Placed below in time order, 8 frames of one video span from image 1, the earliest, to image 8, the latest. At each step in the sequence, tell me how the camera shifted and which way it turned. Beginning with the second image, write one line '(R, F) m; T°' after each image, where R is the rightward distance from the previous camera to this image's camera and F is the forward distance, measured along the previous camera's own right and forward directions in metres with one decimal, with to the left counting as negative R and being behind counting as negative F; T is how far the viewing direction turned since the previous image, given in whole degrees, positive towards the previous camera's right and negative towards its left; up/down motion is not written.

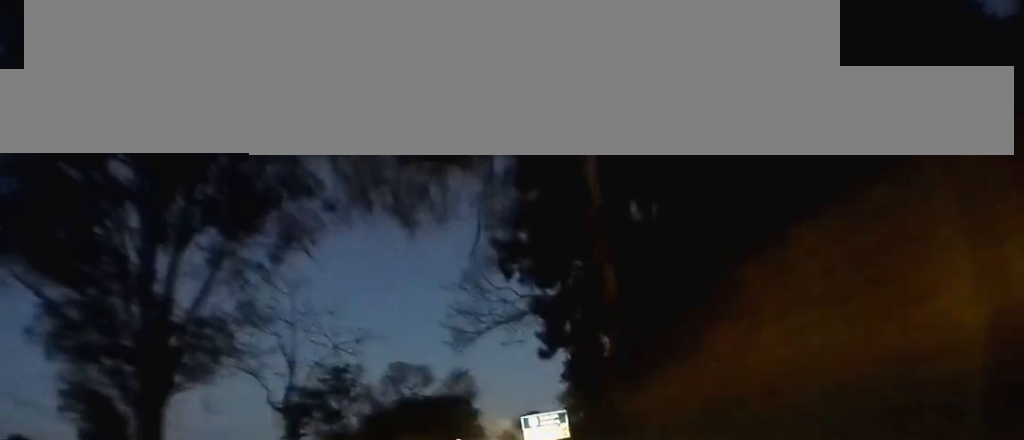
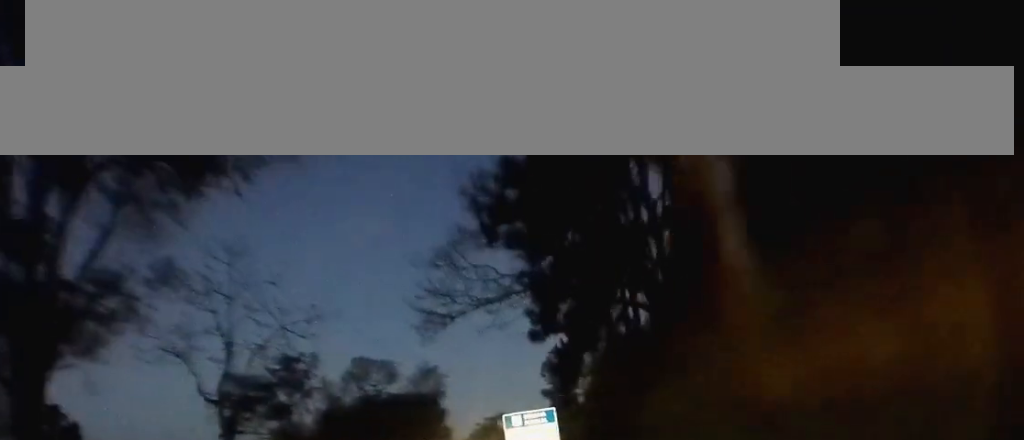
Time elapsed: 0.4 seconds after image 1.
(0.0, +7.8) m; 0°
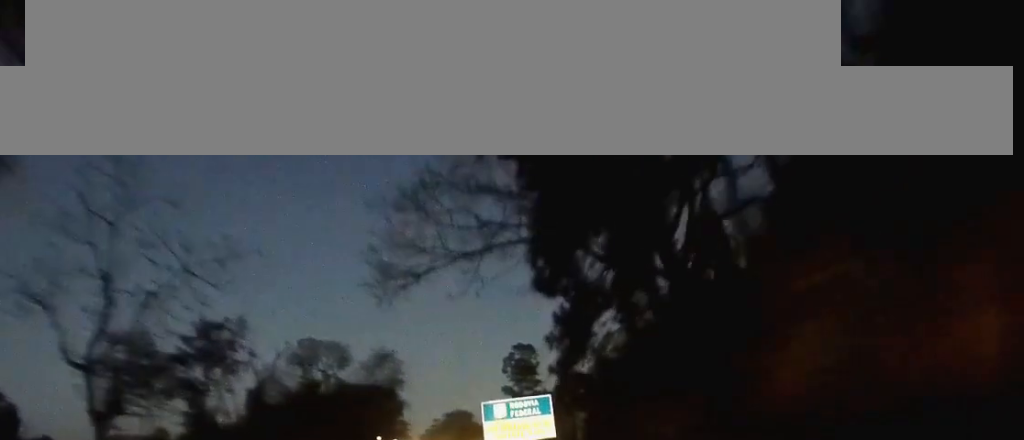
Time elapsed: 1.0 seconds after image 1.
(0.0, +11.1) m; 0°
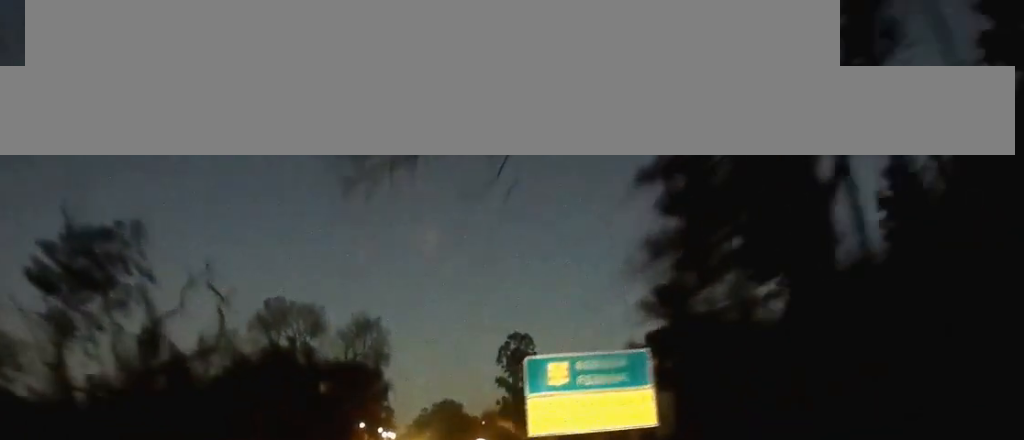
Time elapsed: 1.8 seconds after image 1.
(0.0, +15.6) m; 0°
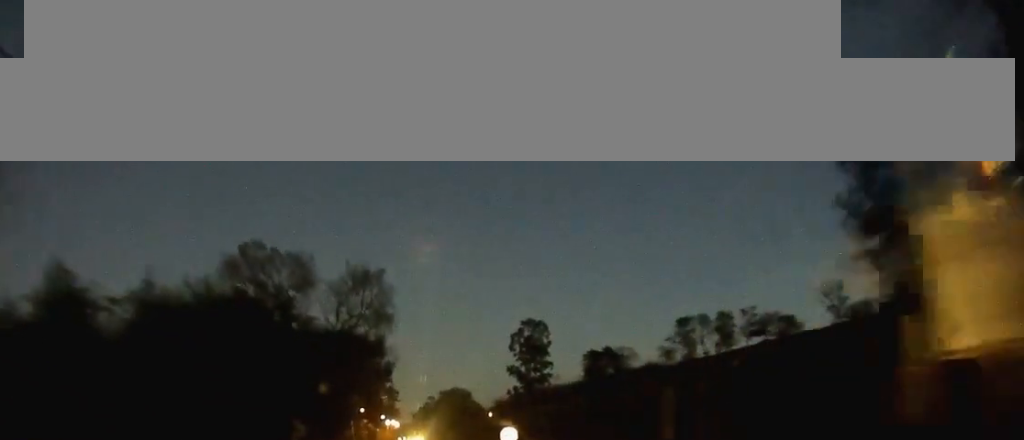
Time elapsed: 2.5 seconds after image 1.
(0.0, +14.8) m; 0°
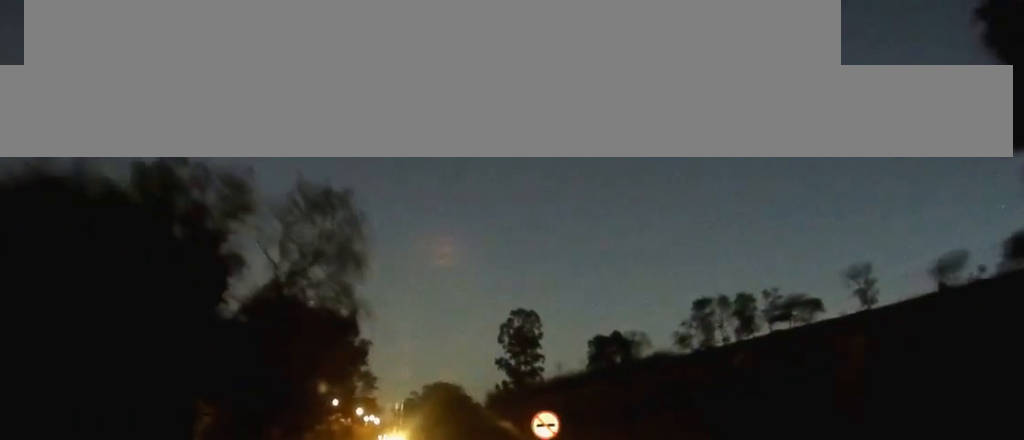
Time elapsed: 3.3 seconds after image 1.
(0.0, +17.0) m; 0°
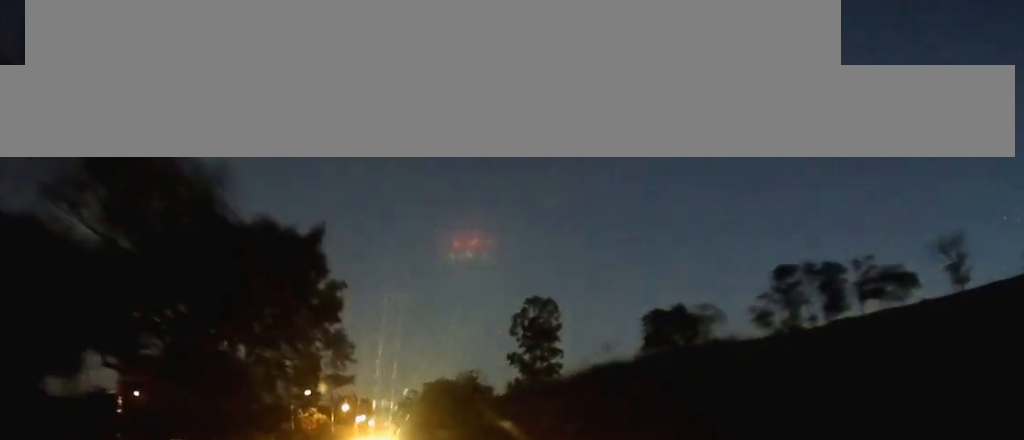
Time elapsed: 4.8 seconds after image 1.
(0.0, +29.4) m; 0°
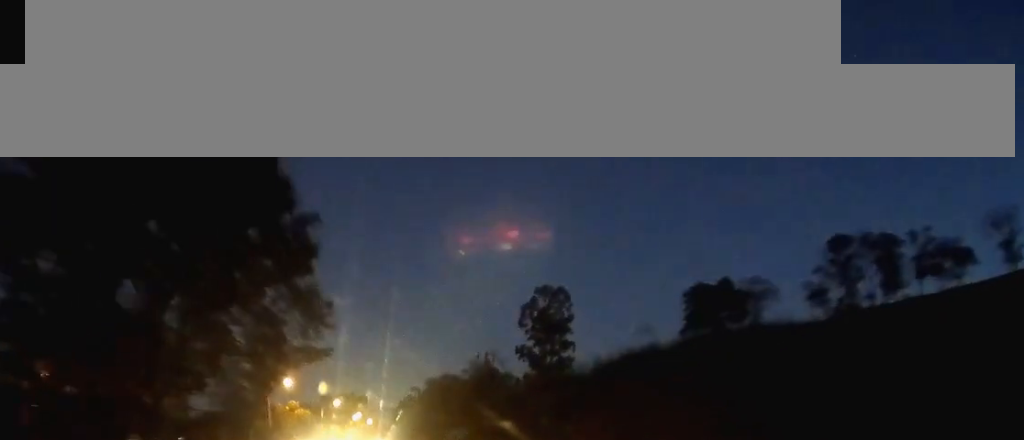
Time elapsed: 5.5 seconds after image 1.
(0.0, +13.9) m; 0°
